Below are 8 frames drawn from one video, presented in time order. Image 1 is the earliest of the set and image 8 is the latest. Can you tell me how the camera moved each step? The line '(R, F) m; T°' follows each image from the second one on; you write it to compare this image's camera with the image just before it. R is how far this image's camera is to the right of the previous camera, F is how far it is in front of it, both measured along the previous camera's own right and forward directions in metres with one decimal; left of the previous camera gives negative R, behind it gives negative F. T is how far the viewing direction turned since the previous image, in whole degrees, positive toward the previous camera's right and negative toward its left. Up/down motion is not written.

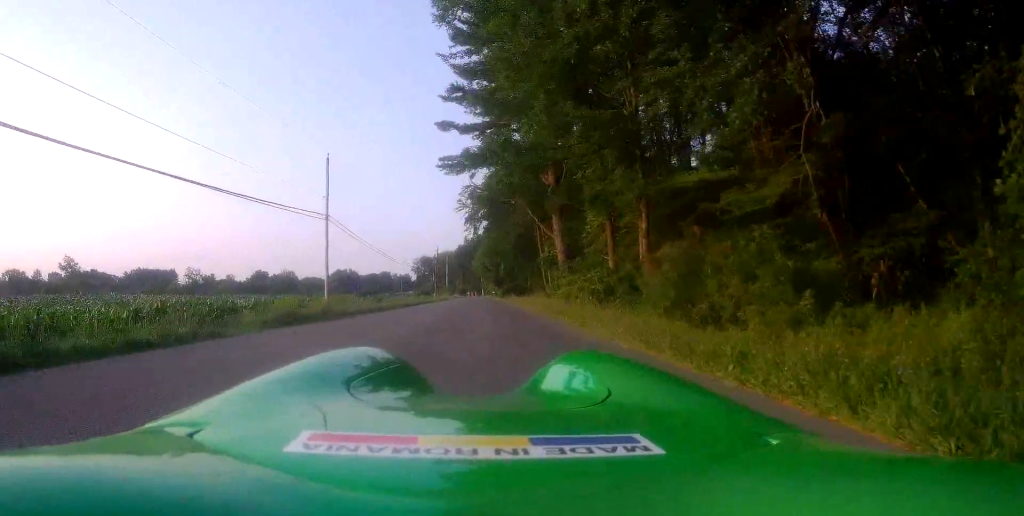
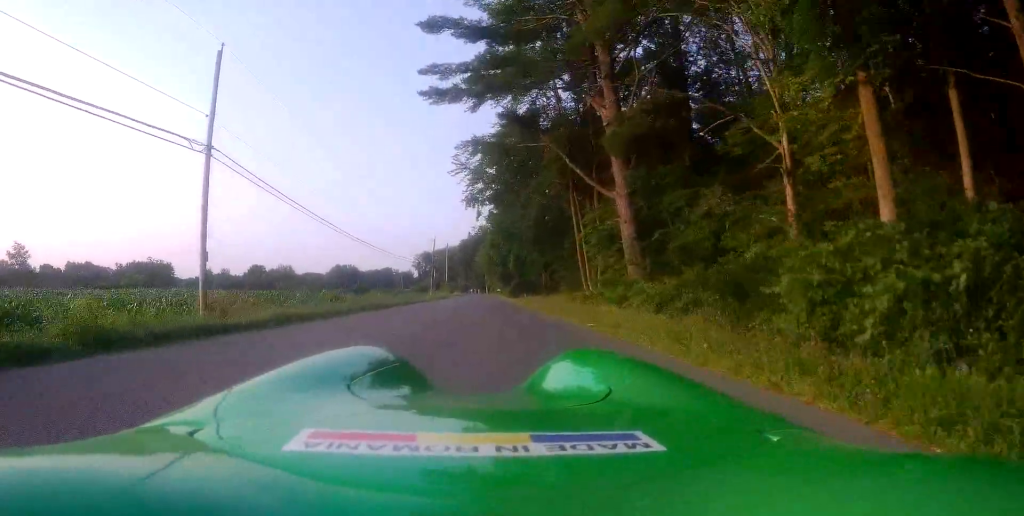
(+0.4, +15.1) m; +2°
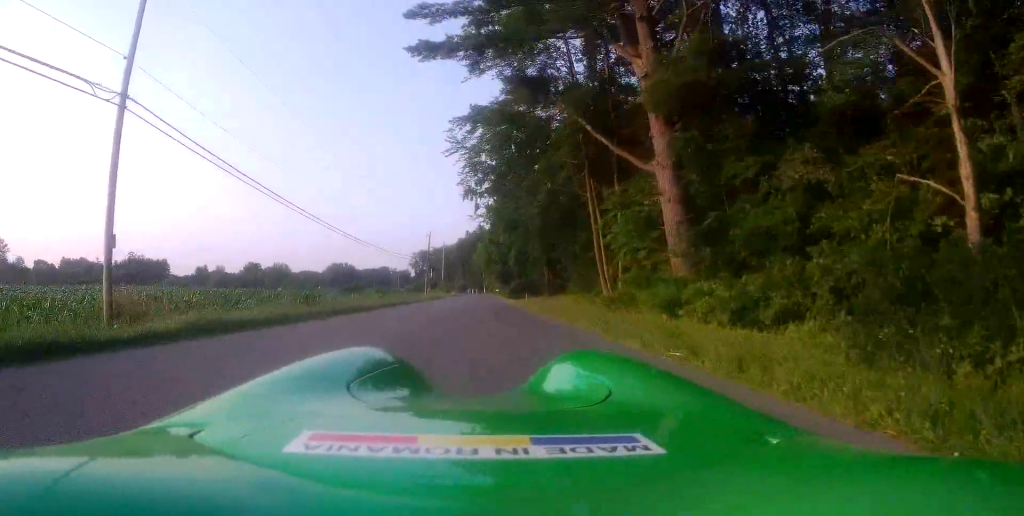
(0.0, +4.9) m; 0°
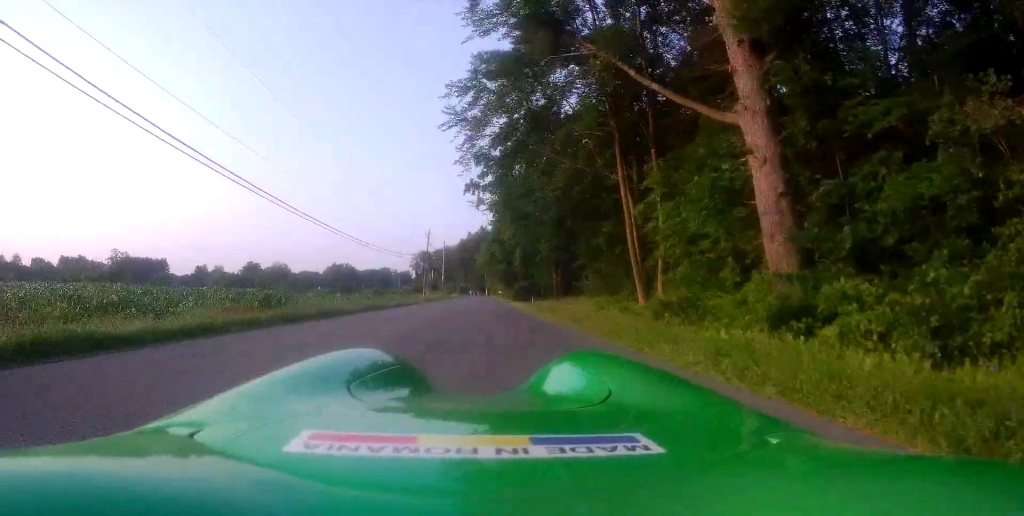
(-0.4, +5.3) m; 0°
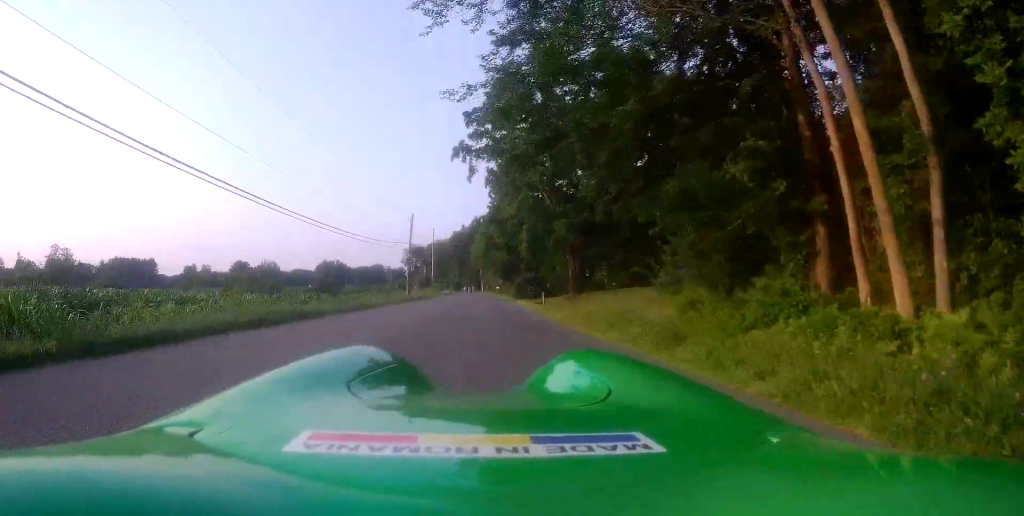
(+0.5, +13.1) m; +2°
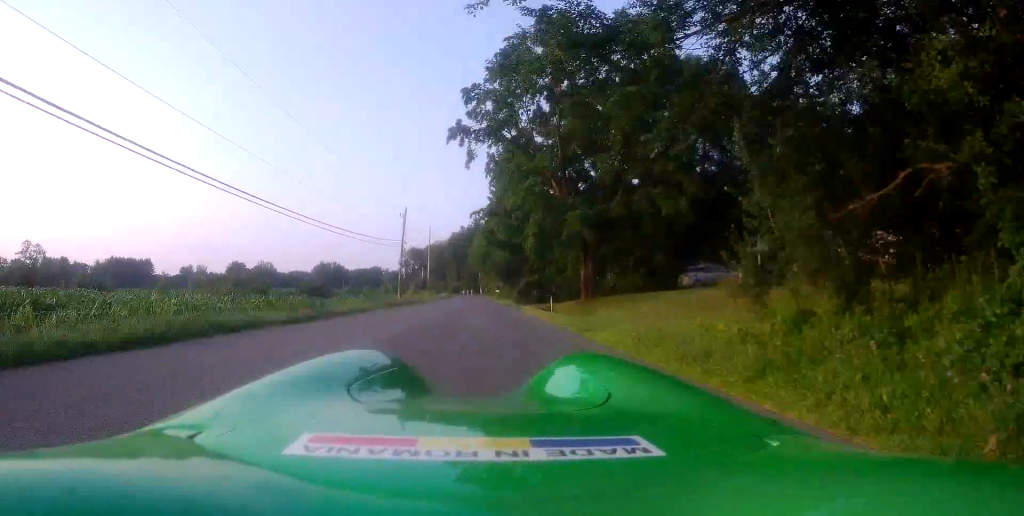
(-0.2, +5.3) m; 0°
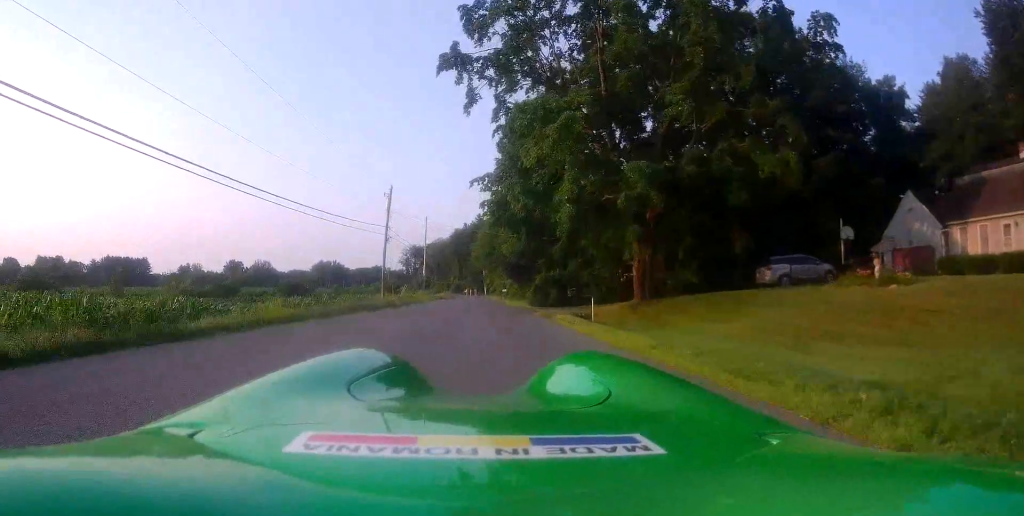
(+0.3, +12.7) m; 0°
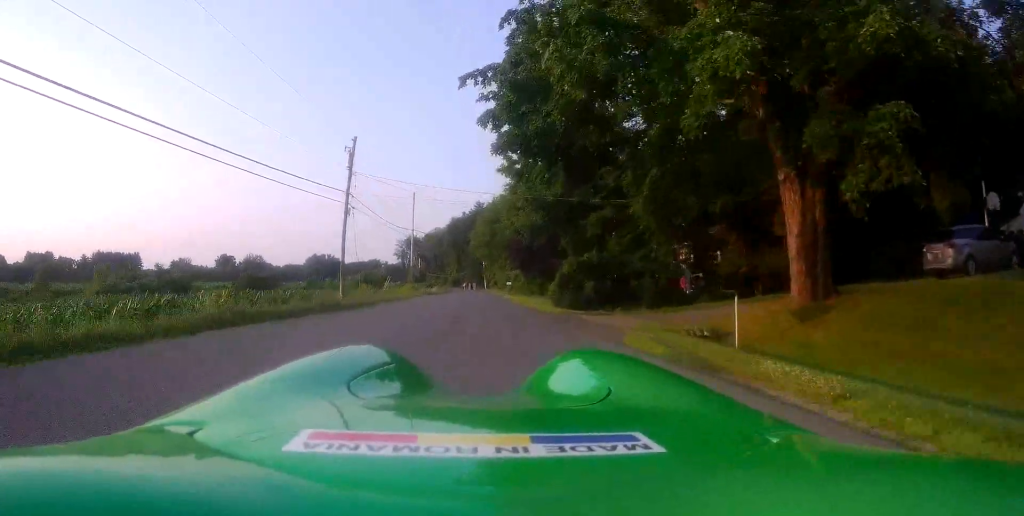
(-0.8, +14.1) m; -3°
